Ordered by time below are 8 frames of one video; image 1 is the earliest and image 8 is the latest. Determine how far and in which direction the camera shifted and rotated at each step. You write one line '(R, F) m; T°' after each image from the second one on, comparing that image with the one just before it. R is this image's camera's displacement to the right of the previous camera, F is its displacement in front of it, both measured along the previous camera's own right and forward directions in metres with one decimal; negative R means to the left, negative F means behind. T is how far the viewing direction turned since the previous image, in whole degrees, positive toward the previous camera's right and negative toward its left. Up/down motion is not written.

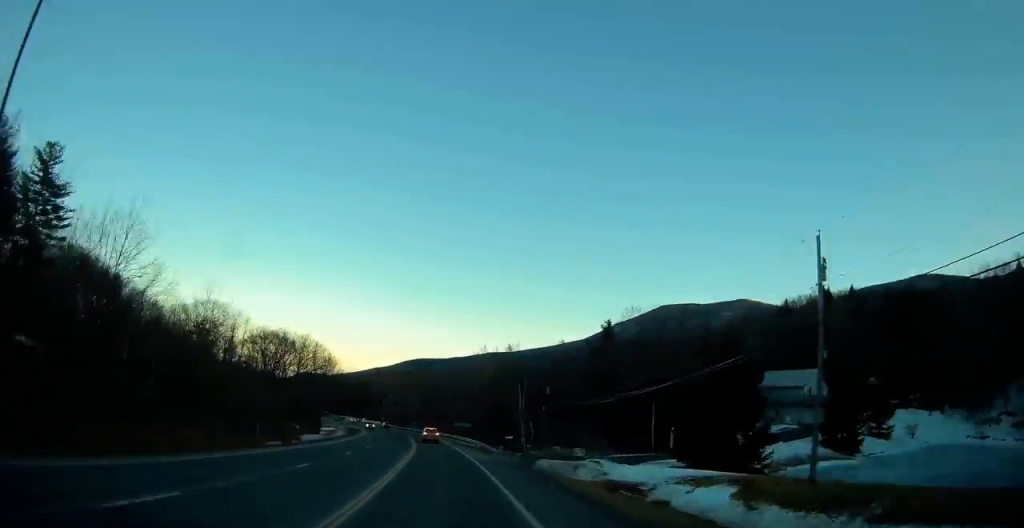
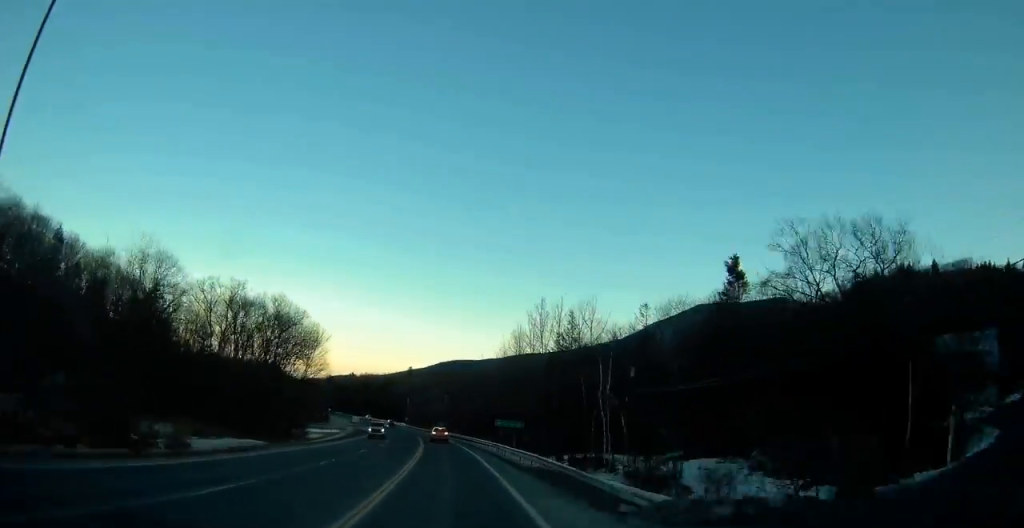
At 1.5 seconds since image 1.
(-1.2, +32.4) m; -3°
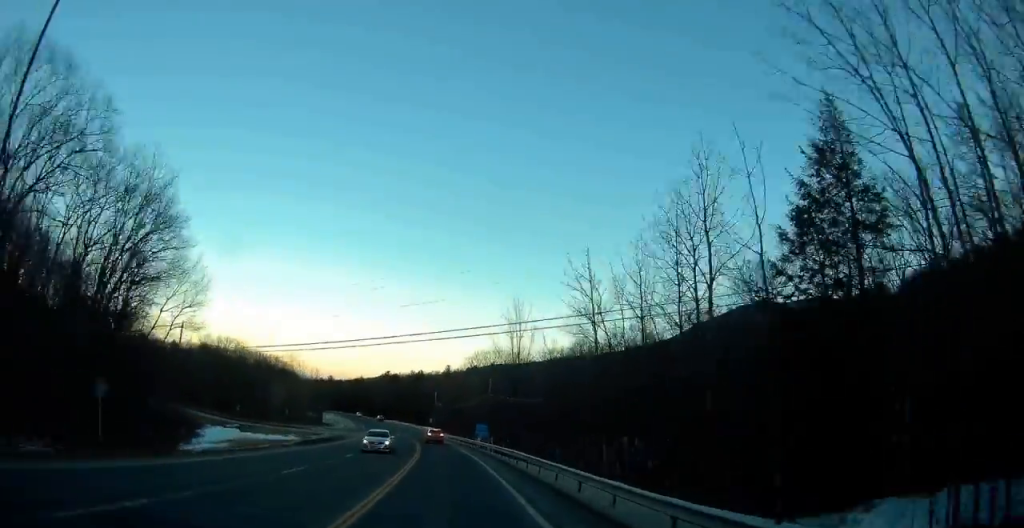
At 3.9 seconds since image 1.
(-1.8, +53.5) m; -5°
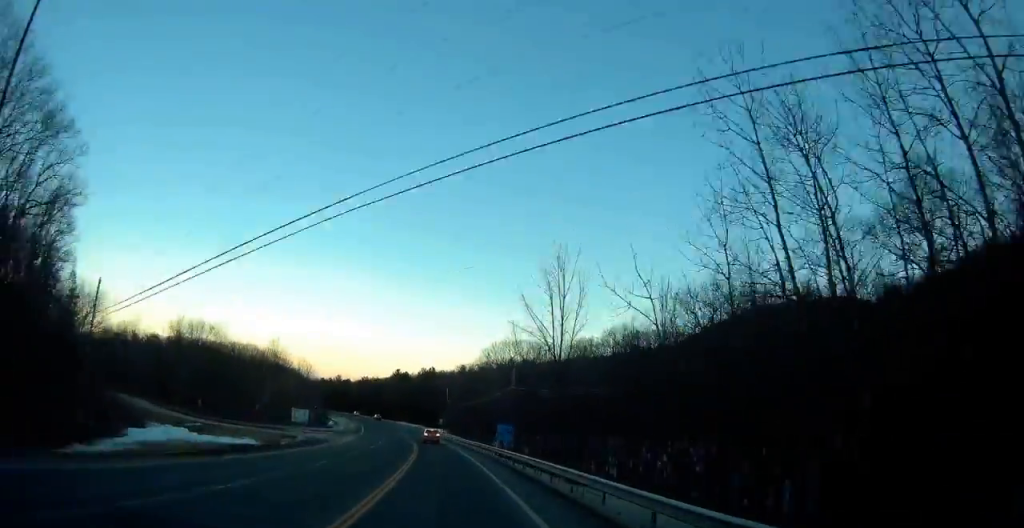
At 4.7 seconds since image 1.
(-0.6, +18.0) m; -2°
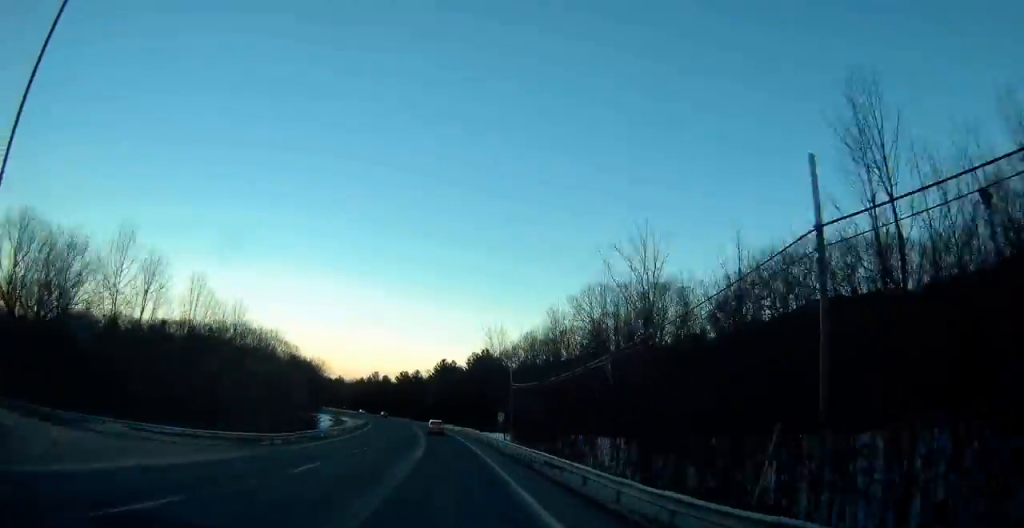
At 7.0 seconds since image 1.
(-2.5, +53.0) m; -5°
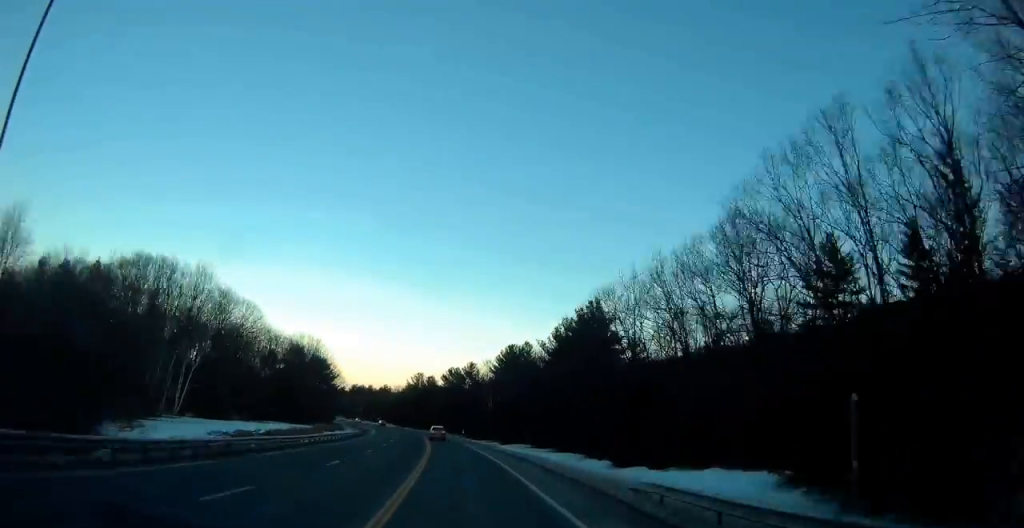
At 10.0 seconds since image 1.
(-3.1, +69.3) m; -6°
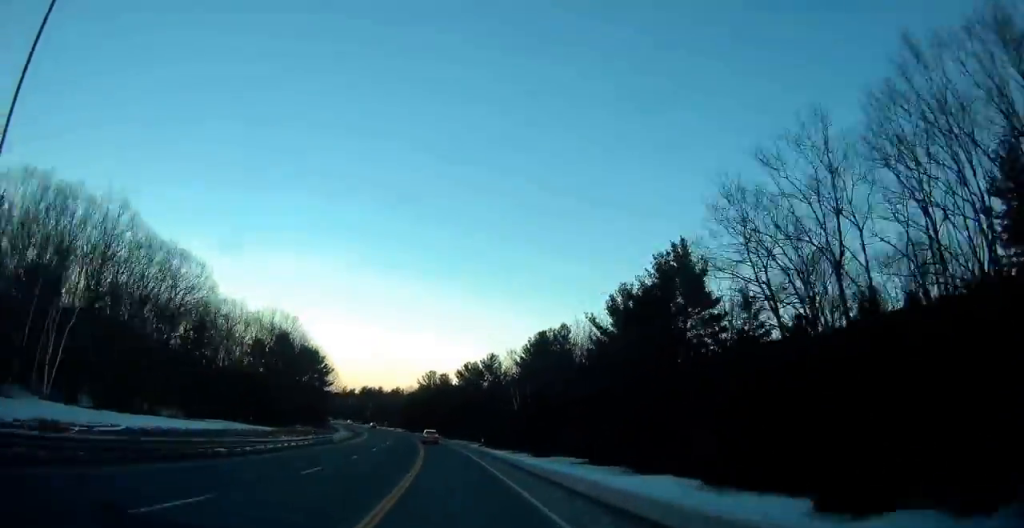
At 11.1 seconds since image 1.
(-1.0, +26.7) m; -2°
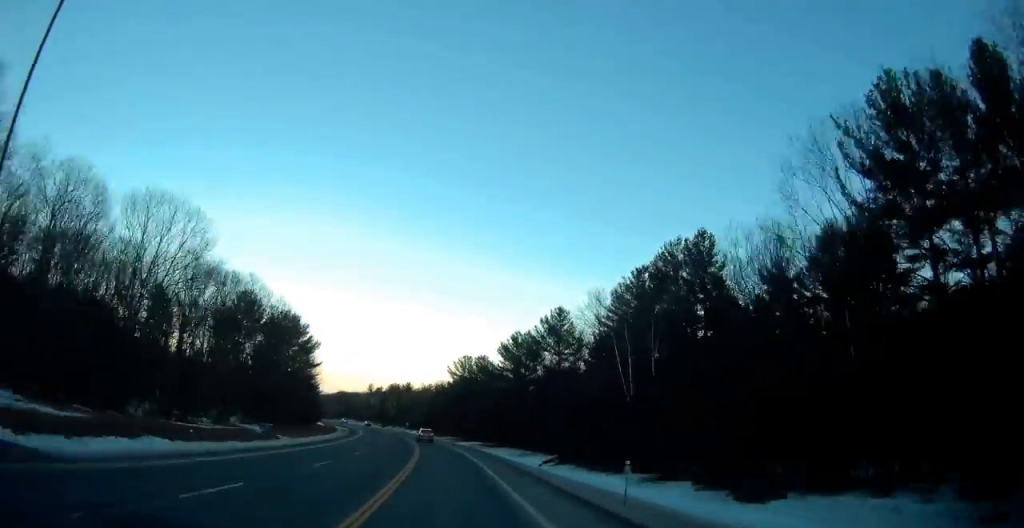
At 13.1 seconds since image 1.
(-1.7, +45.7) m; -4°
